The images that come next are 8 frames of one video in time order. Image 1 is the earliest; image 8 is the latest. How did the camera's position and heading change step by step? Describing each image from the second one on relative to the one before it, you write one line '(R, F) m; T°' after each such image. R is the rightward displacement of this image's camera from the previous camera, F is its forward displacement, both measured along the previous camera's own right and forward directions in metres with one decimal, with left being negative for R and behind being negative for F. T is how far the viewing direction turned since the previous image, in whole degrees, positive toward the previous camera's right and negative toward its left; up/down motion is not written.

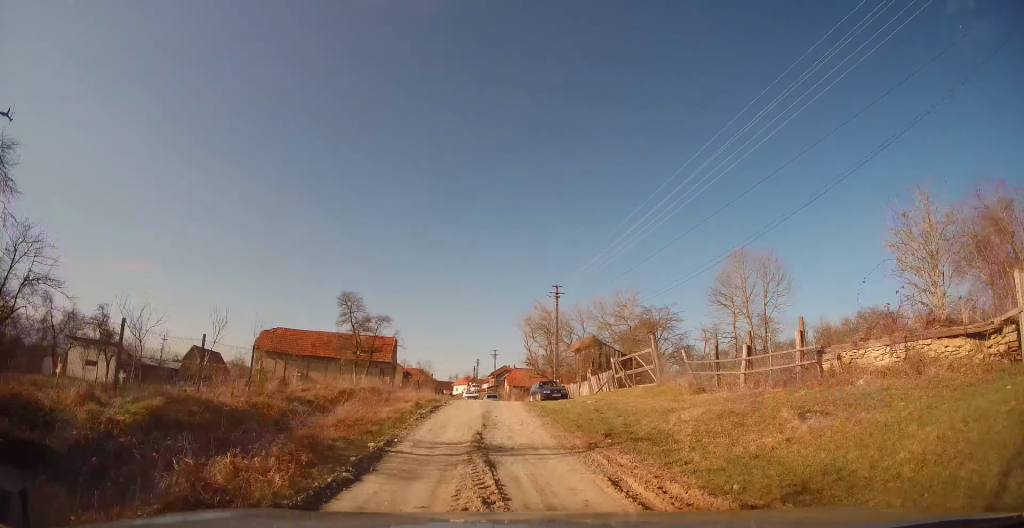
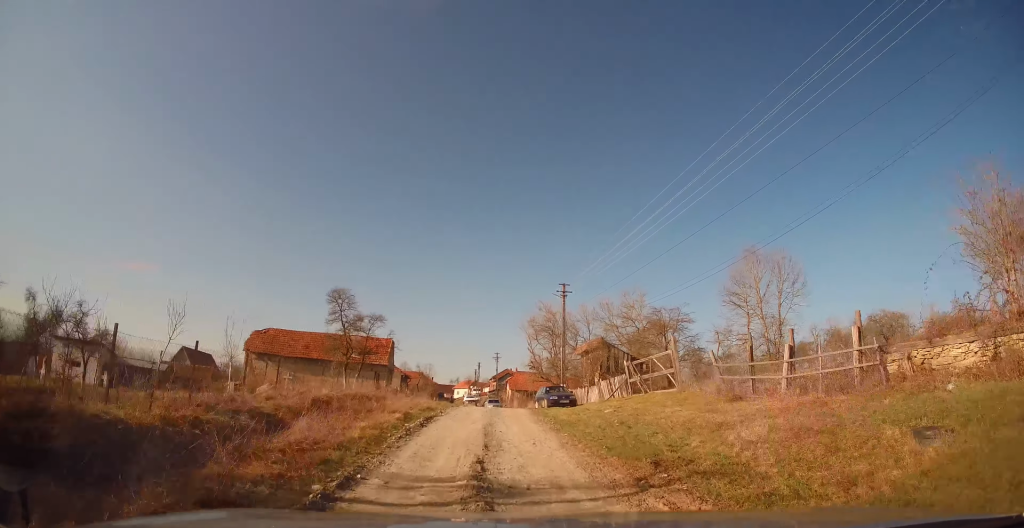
(0.0, +2.5) m; 0°
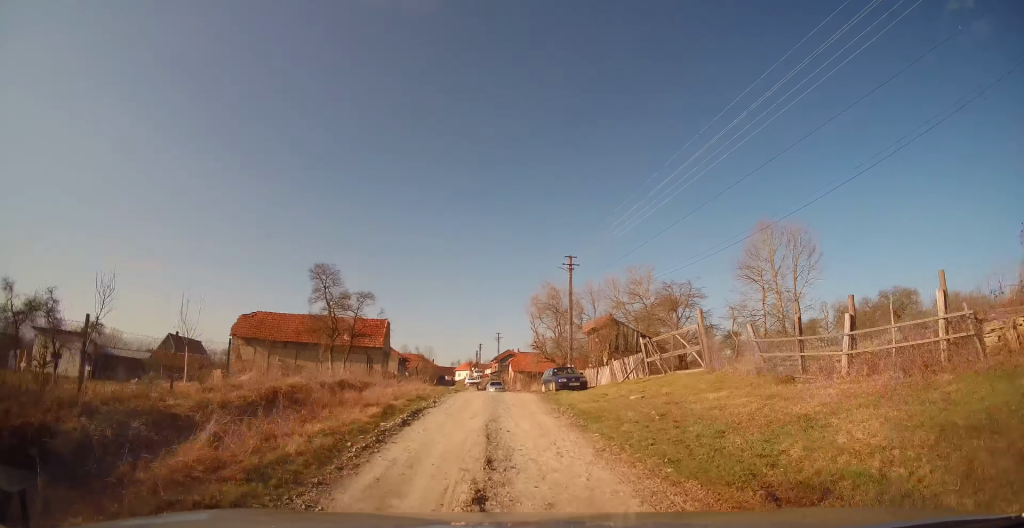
(-0.2, +2.8) m; +1°
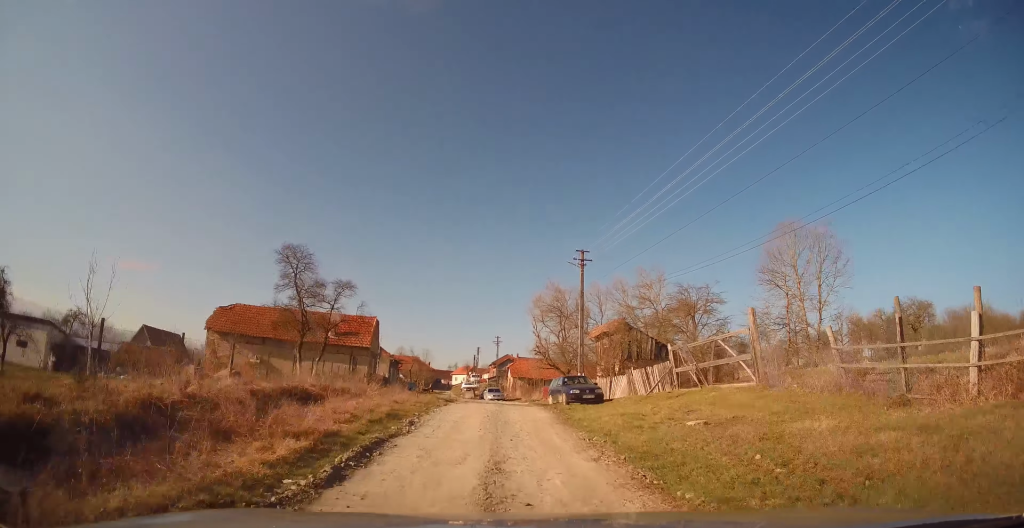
(0.0, +3.9) m; +2°
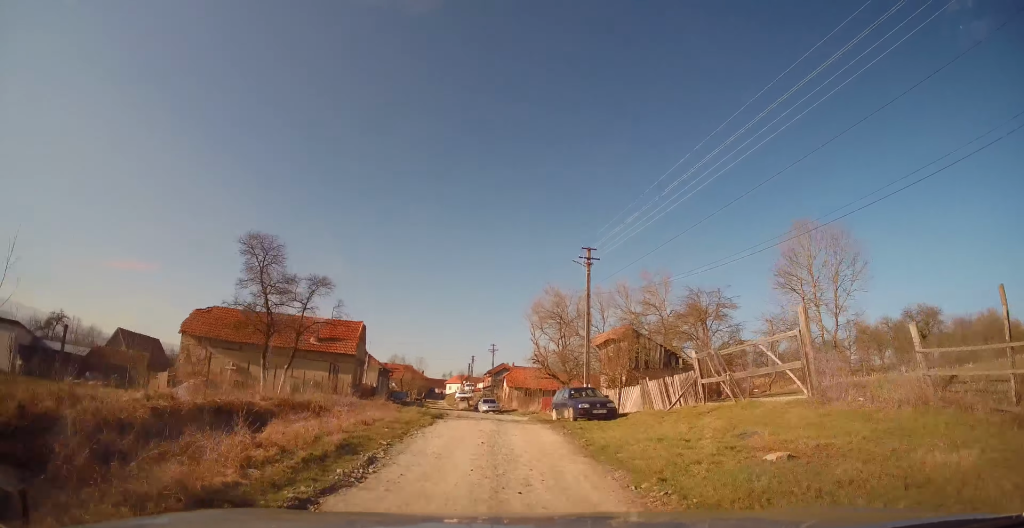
(+0.2, +2.9) m; +2°
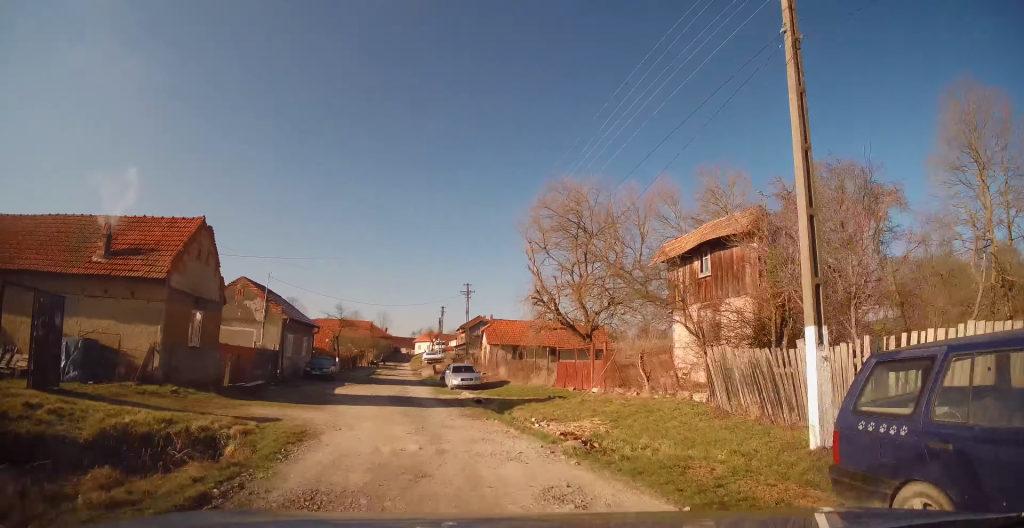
(-0.5, +19.5) m; -6°
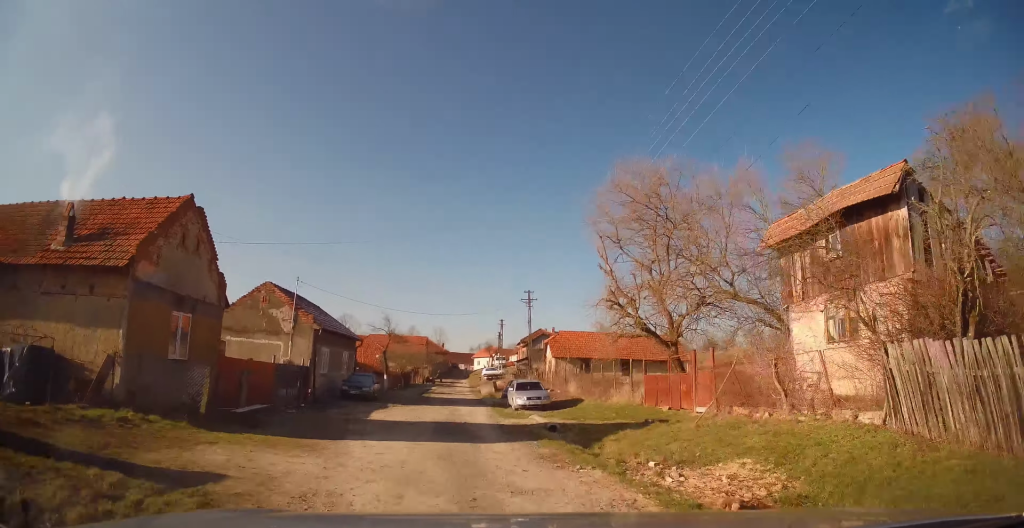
(-0.1, +5.2) m; -1°
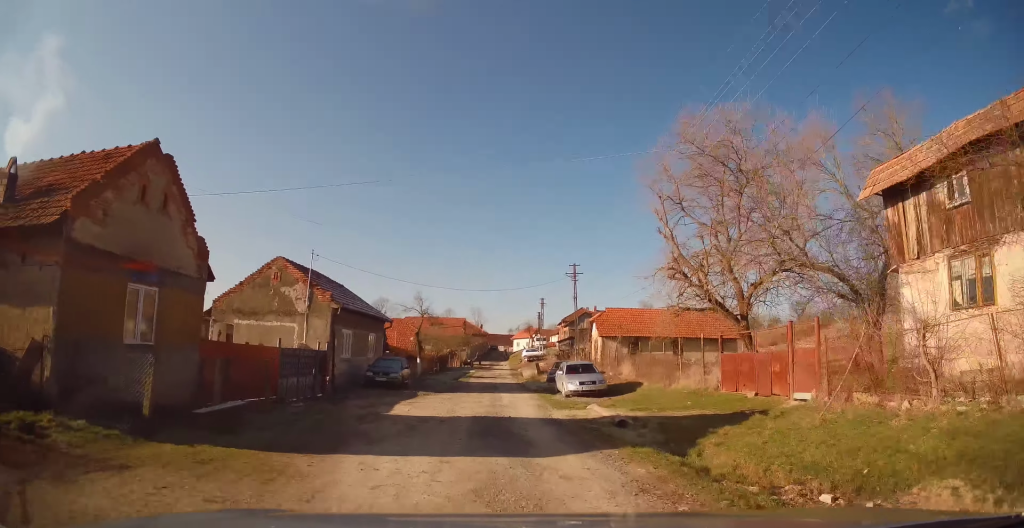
(0.0, +3.9) m; 0°
